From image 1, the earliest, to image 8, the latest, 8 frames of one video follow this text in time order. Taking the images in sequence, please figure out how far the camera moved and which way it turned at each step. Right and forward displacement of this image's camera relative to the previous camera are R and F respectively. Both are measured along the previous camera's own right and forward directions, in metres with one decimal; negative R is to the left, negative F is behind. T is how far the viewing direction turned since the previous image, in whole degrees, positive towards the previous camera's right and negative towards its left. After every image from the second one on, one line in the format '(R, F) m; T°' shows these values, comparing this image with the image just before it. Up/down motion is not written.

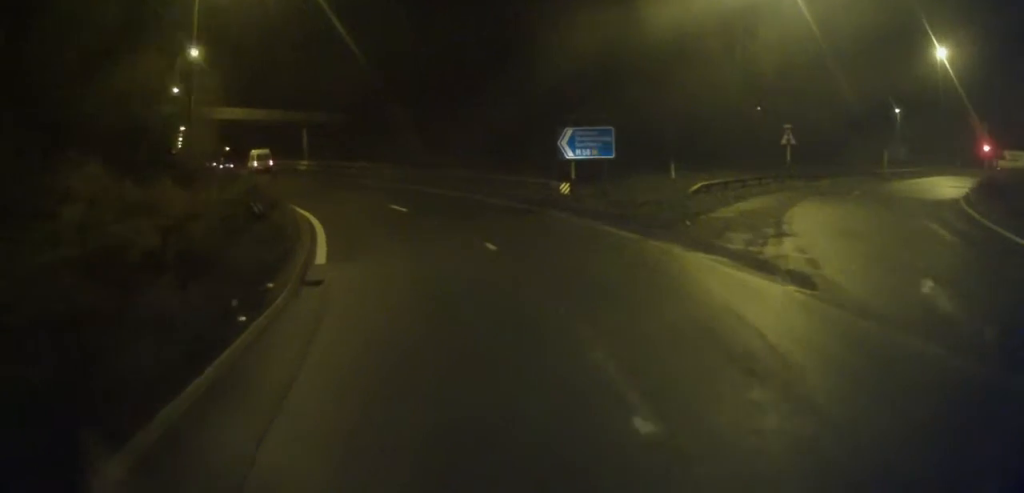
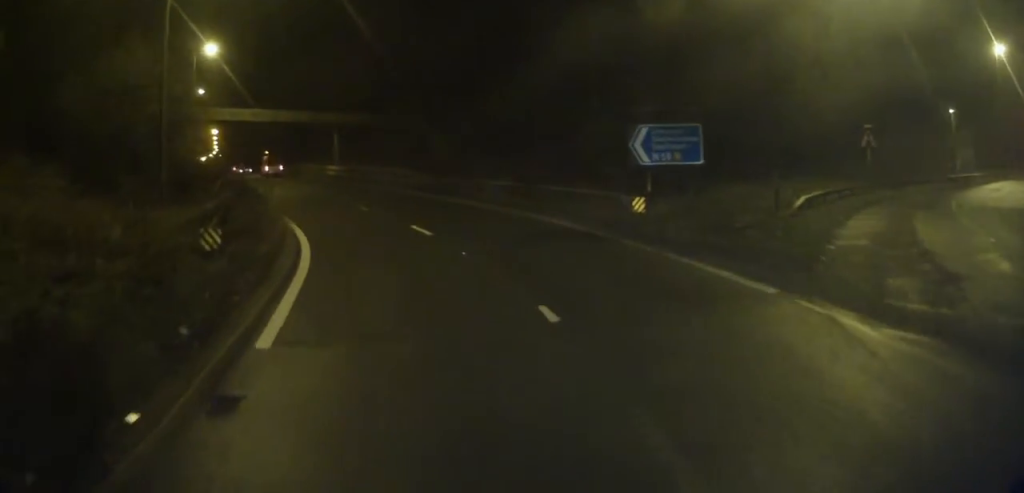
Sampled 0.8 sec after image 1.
(-0.1, +5.2) m; 0°
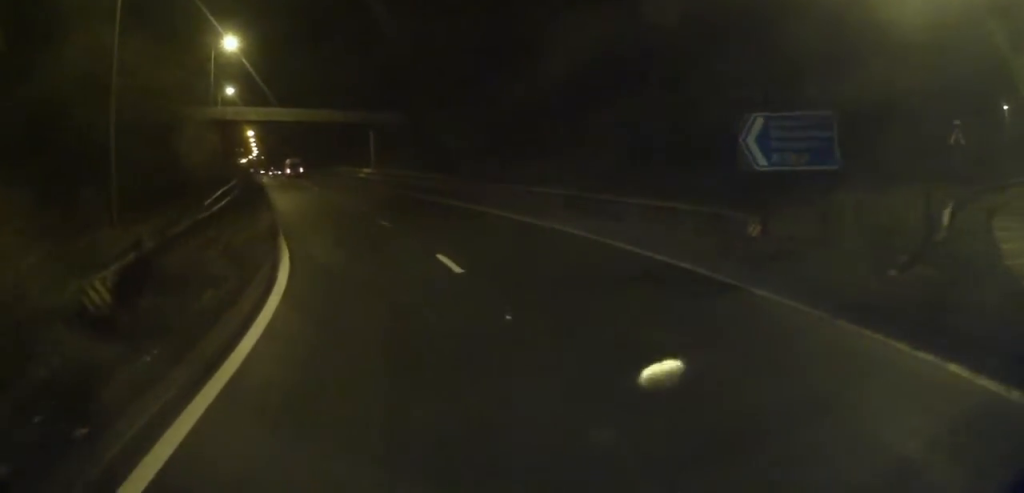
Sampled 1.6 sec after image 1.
(+0.3, +5.1) m; -3°
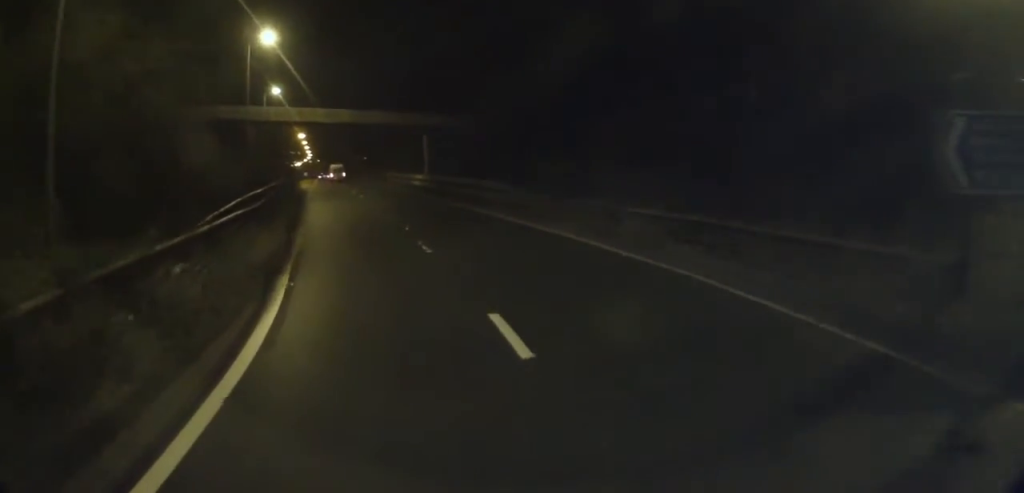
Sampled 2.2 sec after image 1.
(-0.3, +4.3) m; -6°
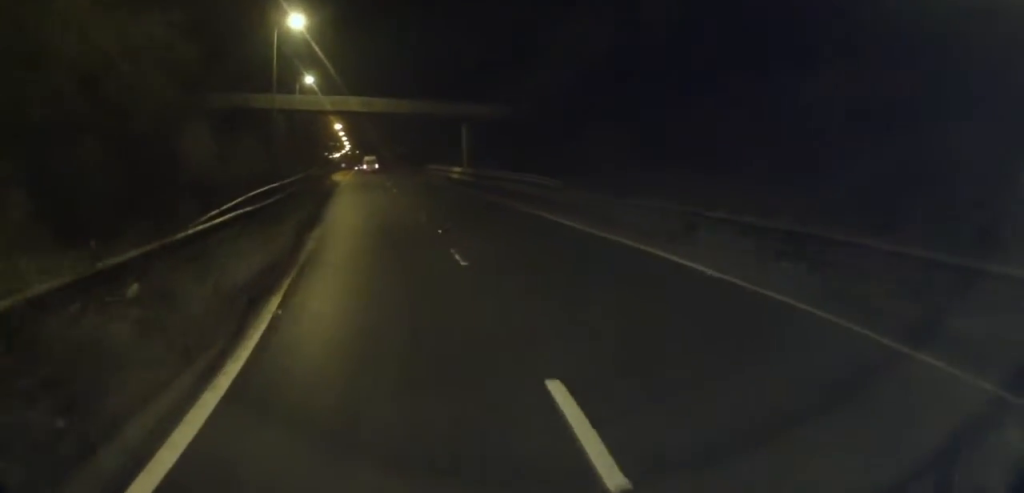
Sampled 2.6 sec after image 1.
(0.0, +2.8) m; -5°
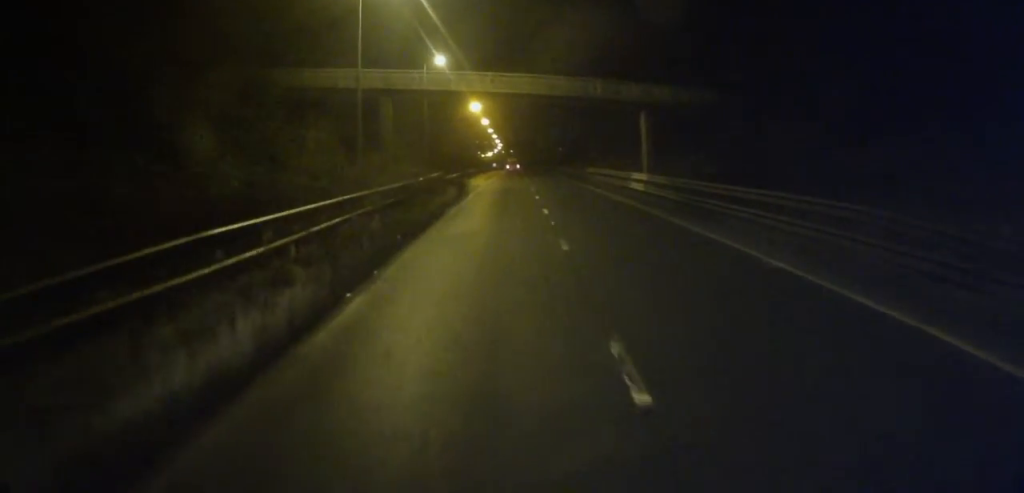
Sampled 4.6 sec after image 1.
(-1.6, +14.2) m; -11°
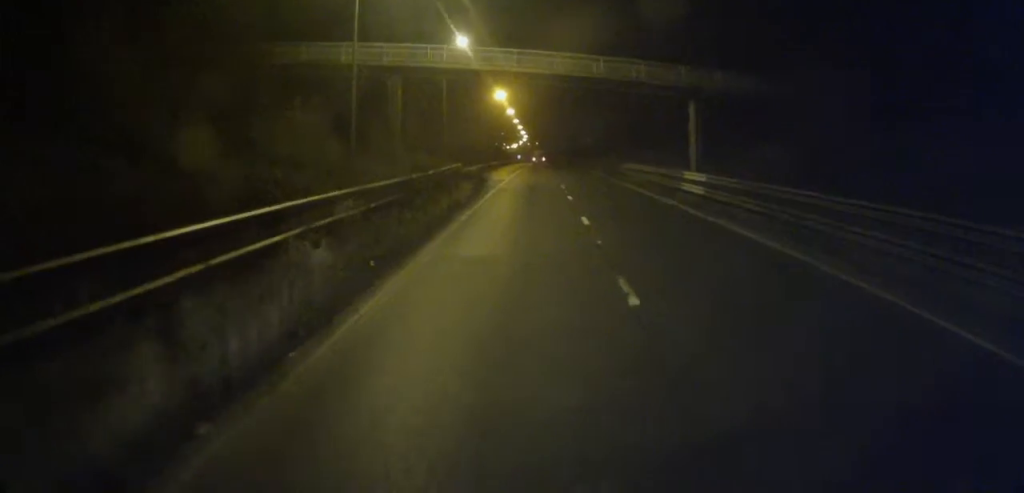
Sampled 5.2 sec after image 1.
(-0.3, +5.3) m; -5°
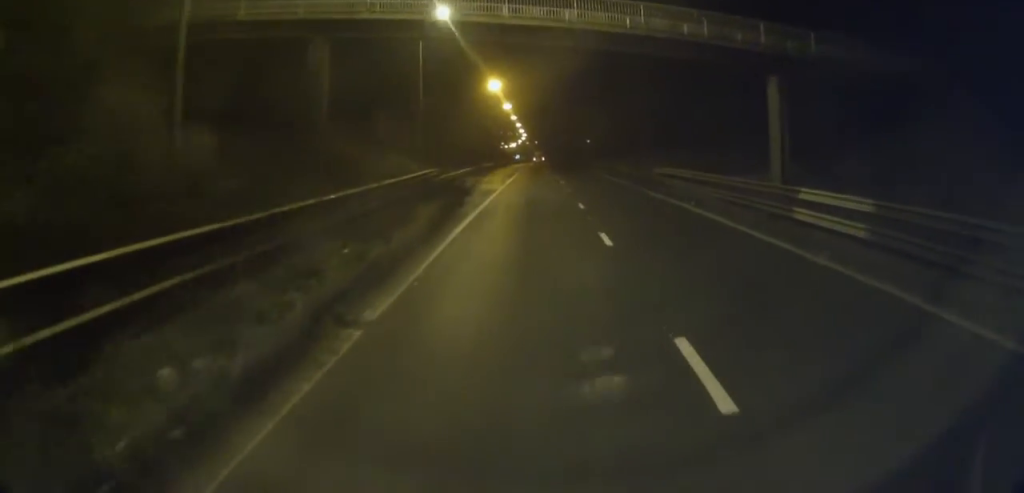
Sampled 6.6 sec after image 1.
(-1.1, +12.7) m; -4°
